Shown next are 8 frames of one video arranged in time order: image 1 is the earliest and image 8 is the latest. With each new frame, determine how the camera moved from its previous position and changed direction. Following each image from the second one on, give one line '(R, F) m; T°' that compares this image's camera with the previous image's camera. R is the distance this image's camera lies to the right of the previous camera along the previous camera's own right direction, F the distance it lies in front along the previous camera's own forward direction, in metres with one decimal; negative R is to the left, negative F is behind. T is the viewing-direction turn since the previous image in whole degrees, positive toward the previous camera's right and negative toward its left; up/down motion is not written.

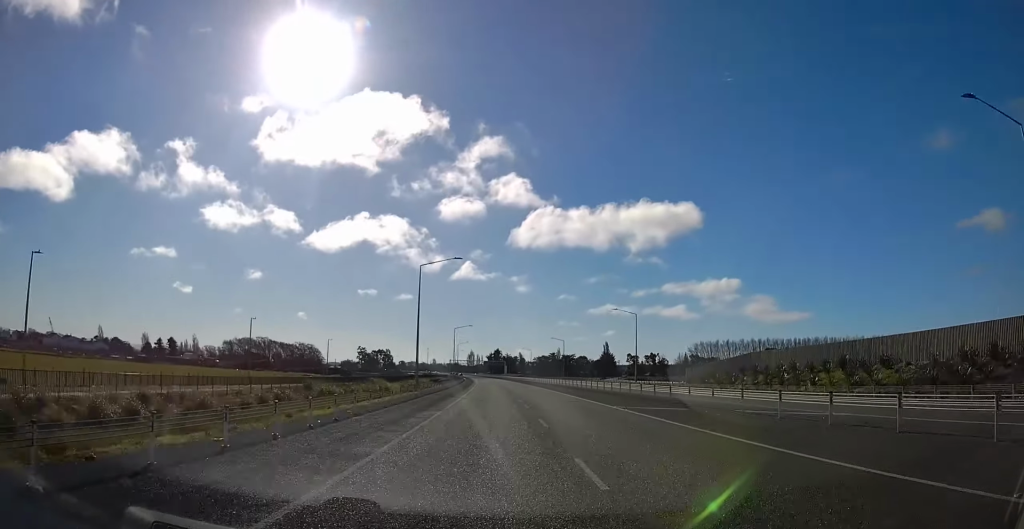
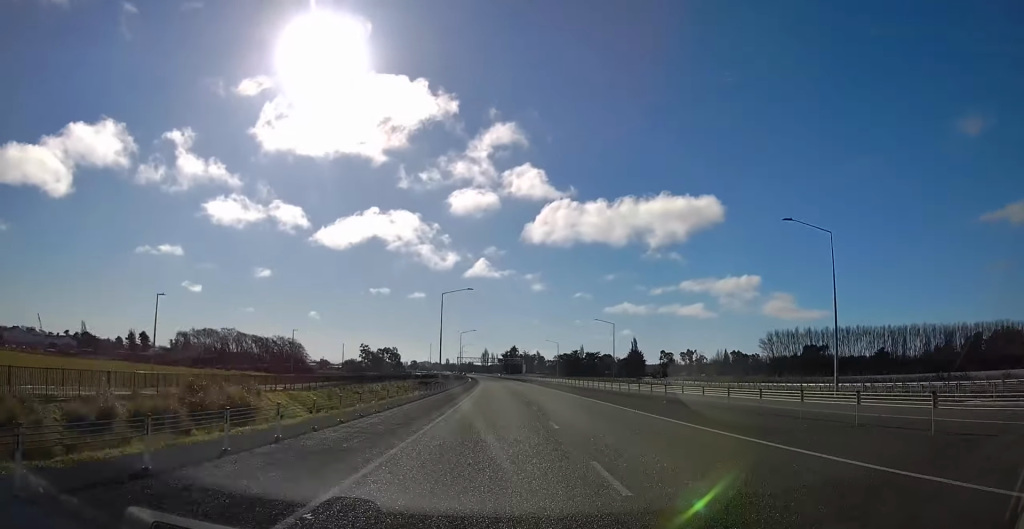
(-0.1, +60.6) m; -1°
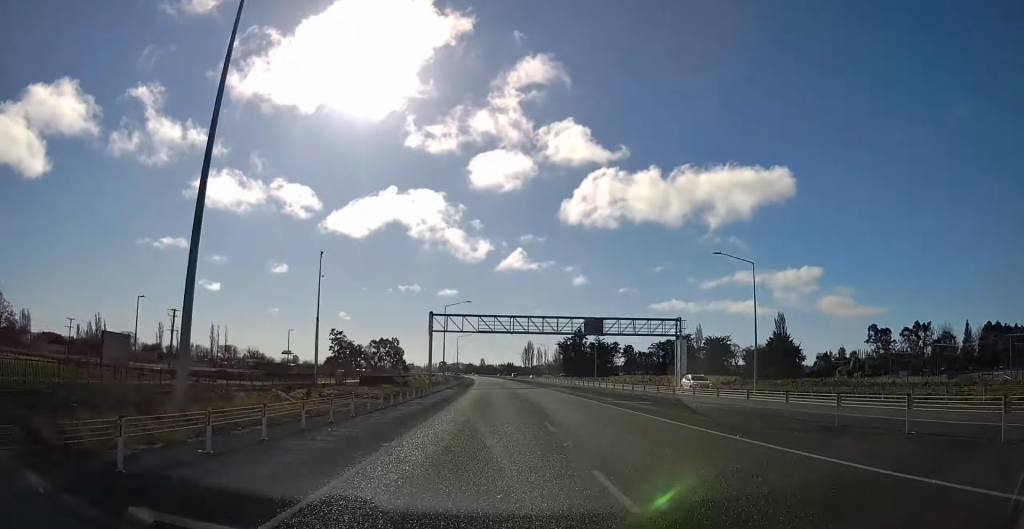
(-8.9, +230.9) m; -4°
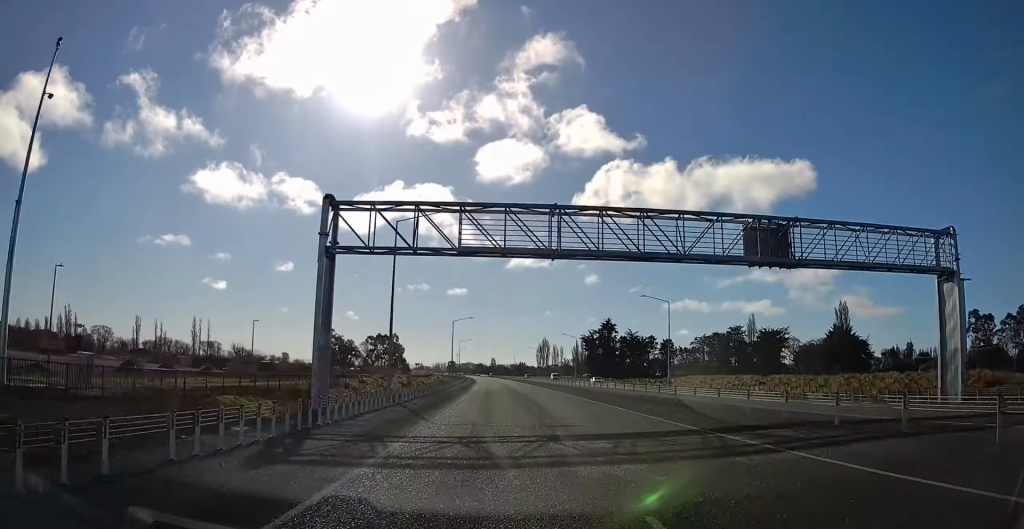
(+0.3, +53.3) m; -1°
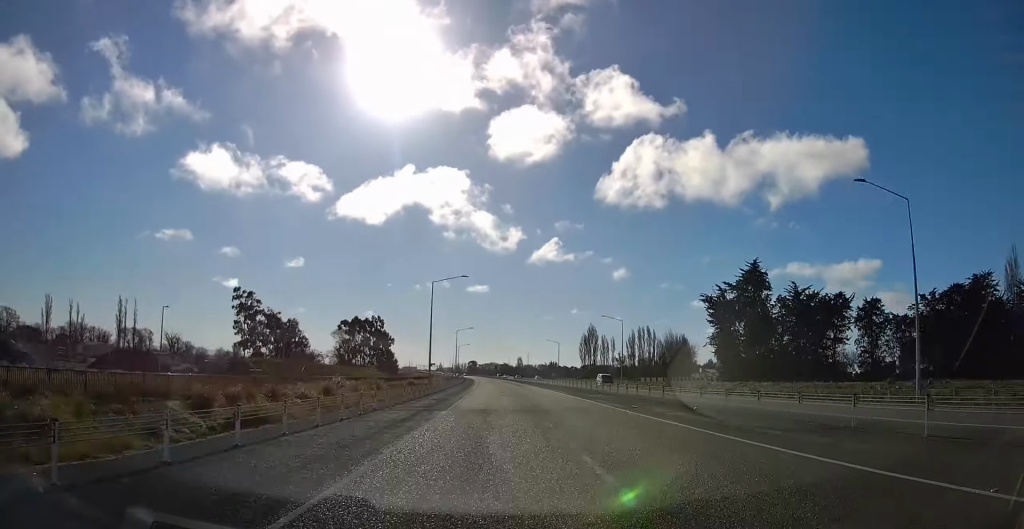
(-2.8, +134.9) m; -3°
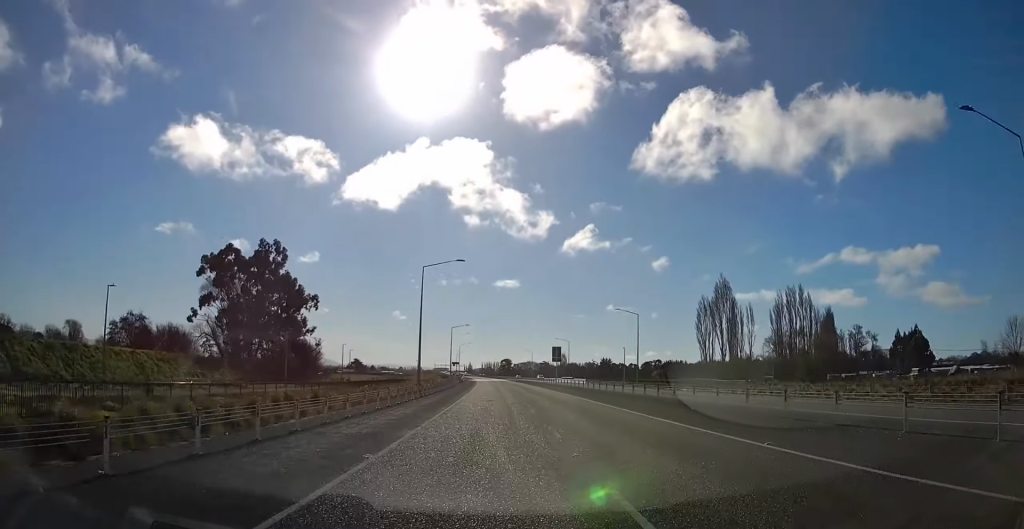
(-4.5, +174.0) m; -2°
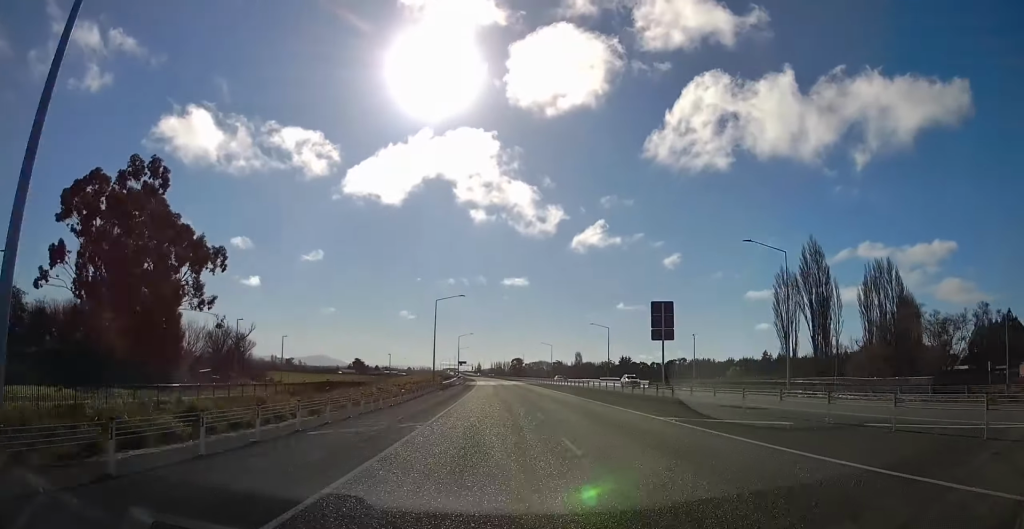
(+0.2, +53.3) m; -1°
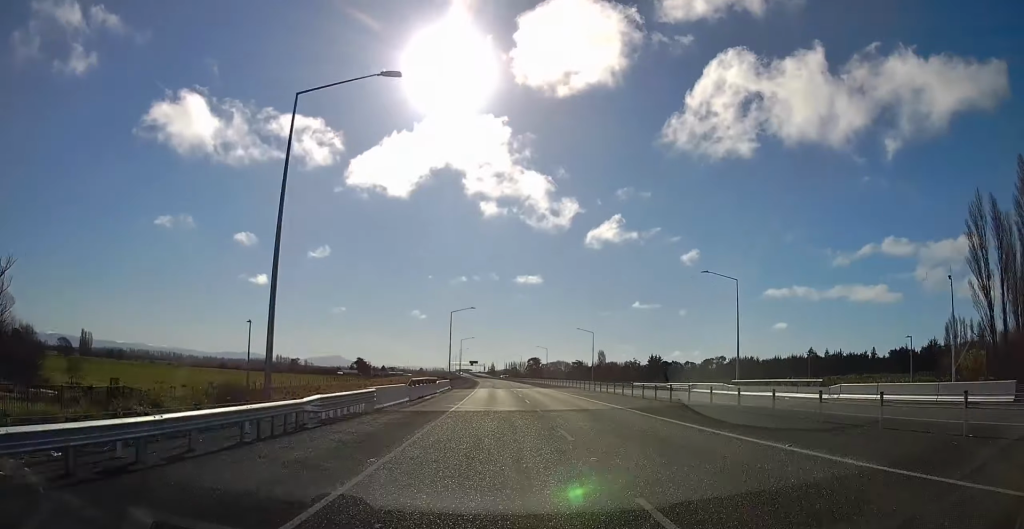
(-1.3, +67.5) m; -1°
